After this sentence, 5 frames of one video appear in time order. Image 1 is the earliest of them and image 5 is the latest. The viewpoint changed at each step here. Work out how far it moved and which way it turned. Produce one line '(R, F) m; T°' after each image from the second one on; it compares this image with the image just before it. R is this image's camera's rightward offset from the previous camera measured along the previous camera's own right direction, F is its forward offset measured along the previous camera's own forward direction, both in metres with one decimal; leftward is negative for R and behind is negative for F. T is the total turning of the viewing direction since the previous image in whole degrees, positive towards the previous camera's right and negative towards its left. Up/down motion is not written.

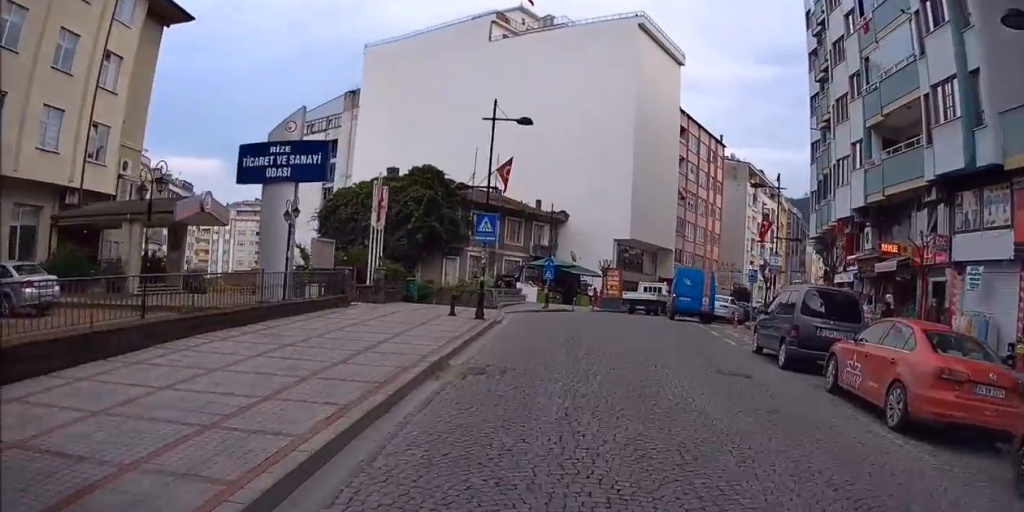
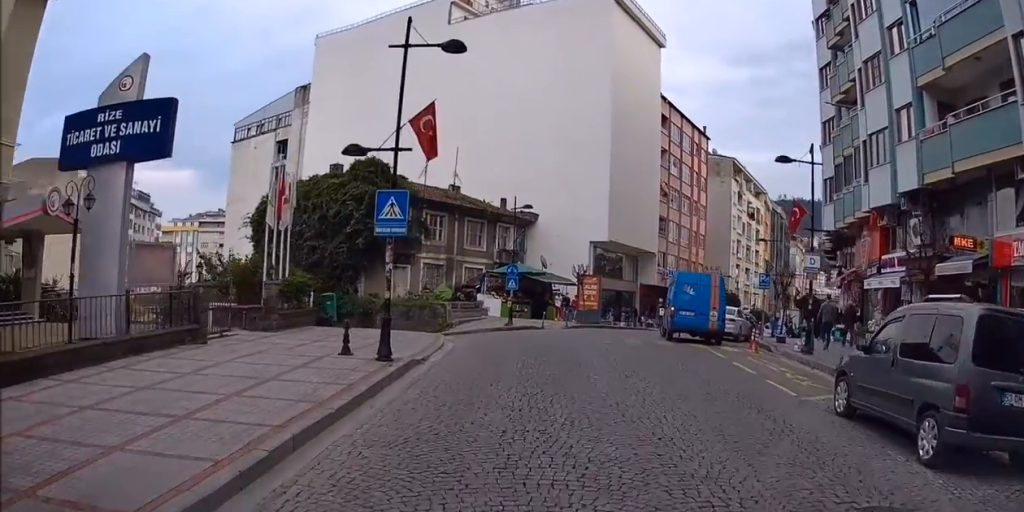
(-0.4, +7.7) m; -3°
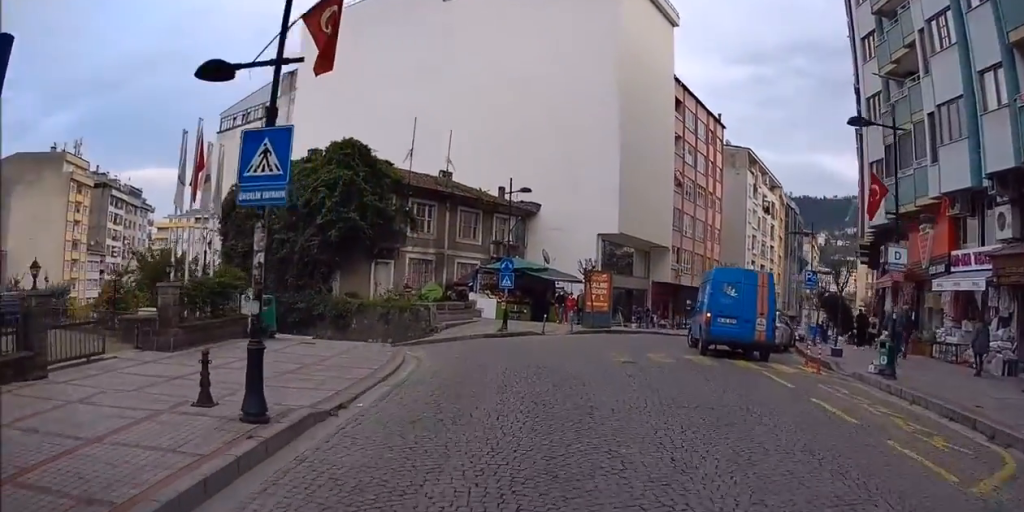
(-0.1, +5.4) m; +2°
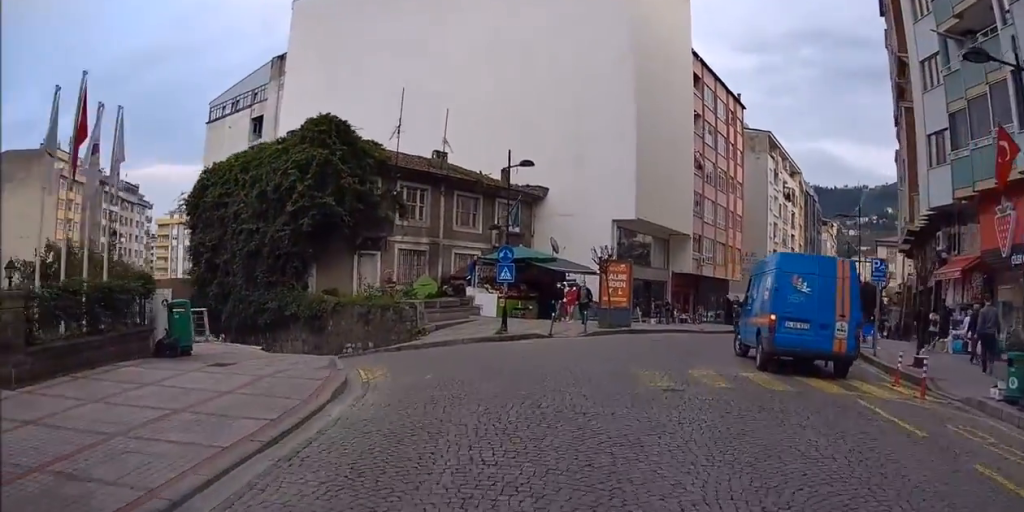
(+0.3, +5.0) m; -1°
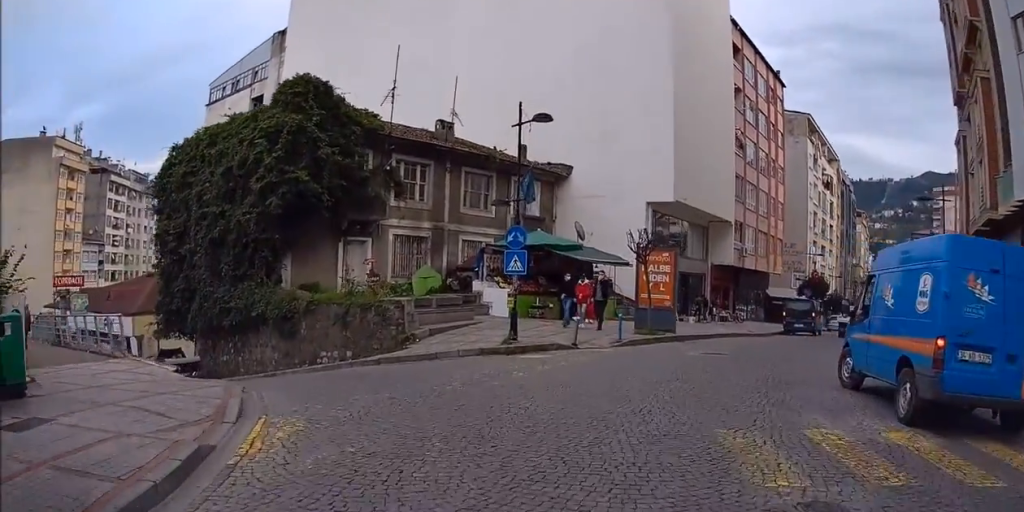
(-0.5, +5.8) m; -9°
